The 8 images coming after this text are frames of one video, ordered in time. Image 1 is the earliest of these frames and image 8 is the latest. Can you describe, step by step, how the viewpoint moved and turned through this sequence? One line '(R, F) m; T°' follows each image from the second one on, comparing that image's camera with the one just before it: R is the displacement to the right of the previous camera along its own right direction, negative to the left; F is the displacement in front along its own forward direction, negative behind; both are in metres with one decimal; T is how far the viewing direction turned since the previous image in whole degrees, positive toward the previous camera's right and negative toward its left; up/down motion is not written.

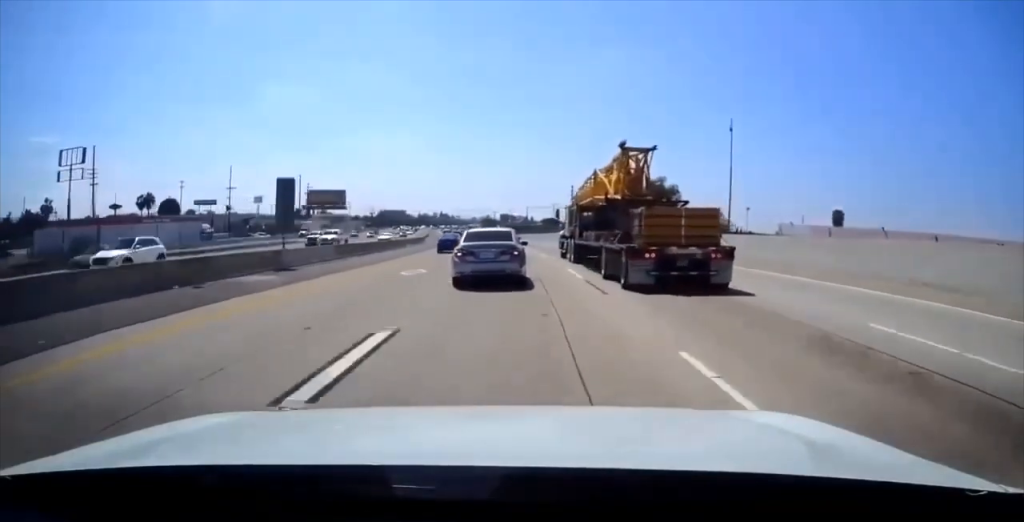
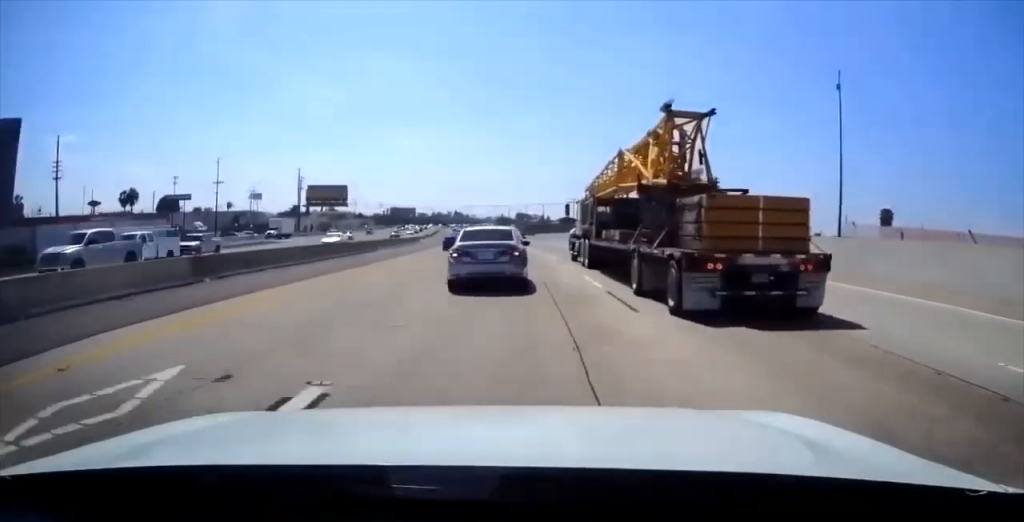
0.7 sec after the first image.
(-0.1, +17.1) m; 0°
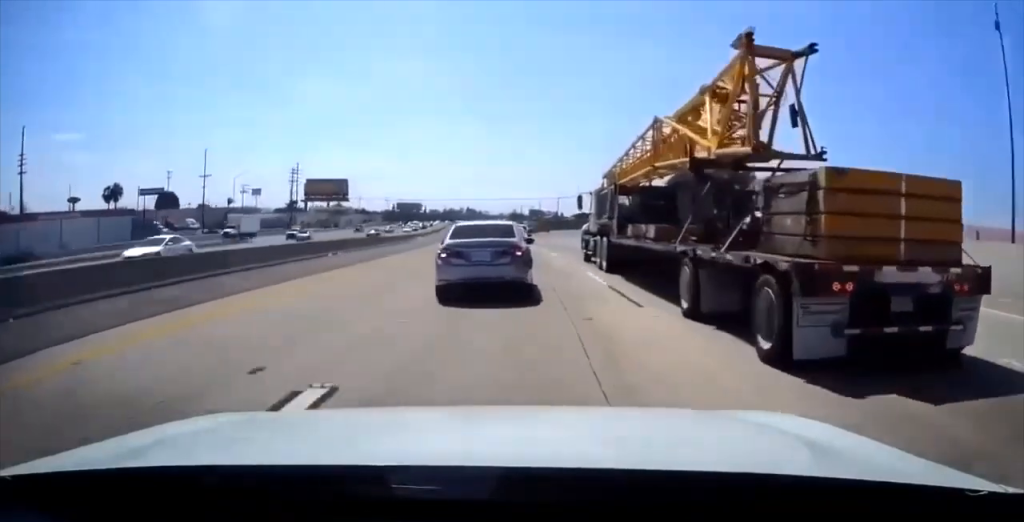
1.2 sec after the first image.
(0.0, +13.5) m; 0°
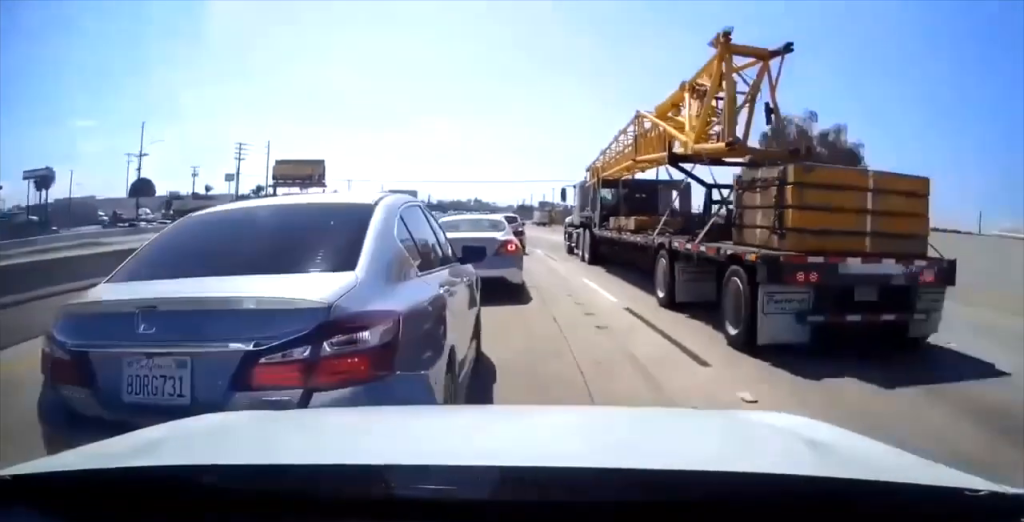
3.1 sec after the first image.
(+0.8, +46.7) m; +2°
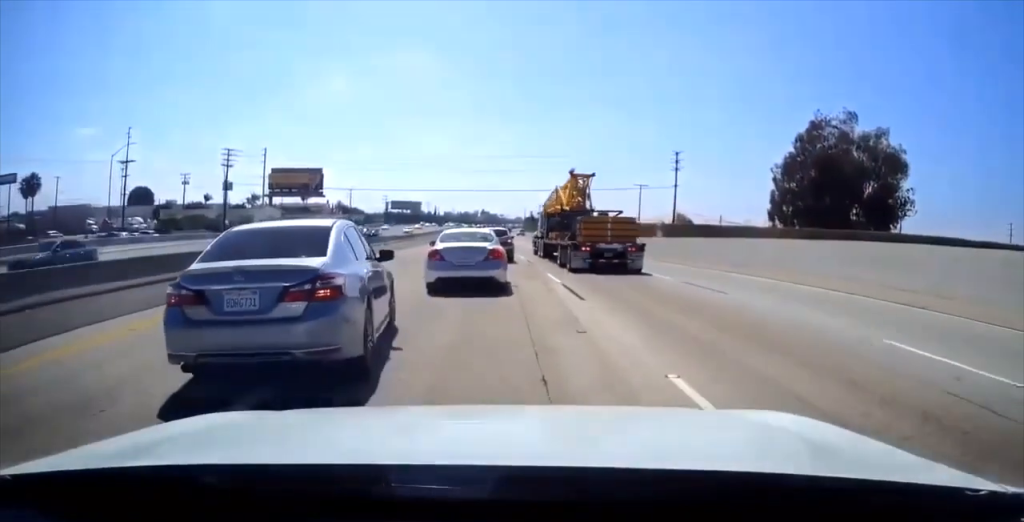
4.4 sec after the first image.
(+0.1, +27.8) m; +1°
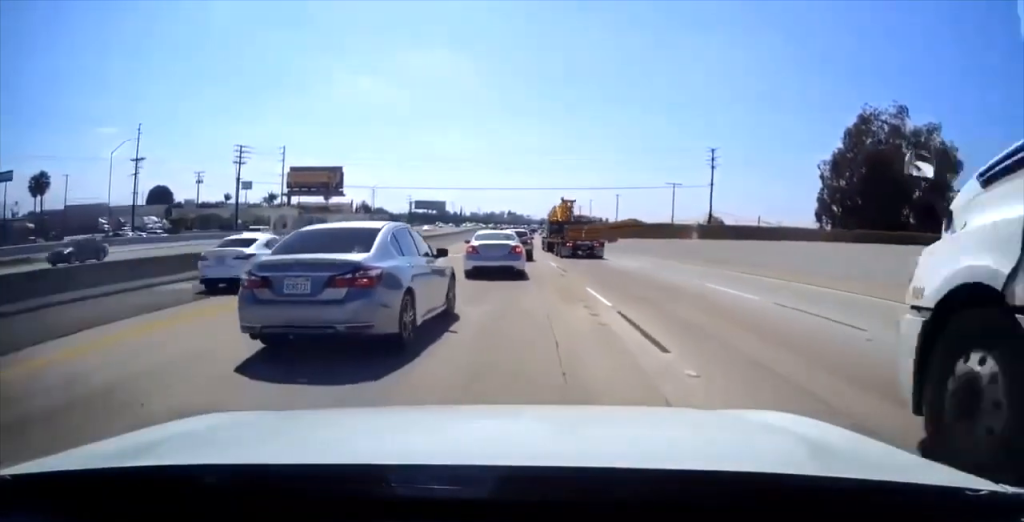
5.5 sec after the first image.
(0.0, +22.1) m; -2°
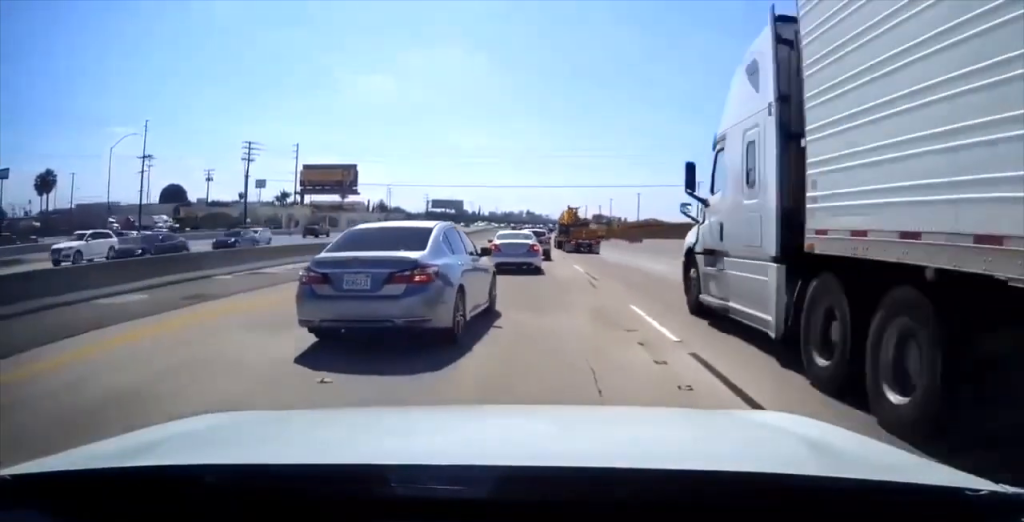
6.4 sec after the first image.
(-0.4, +14.7) m; -2°
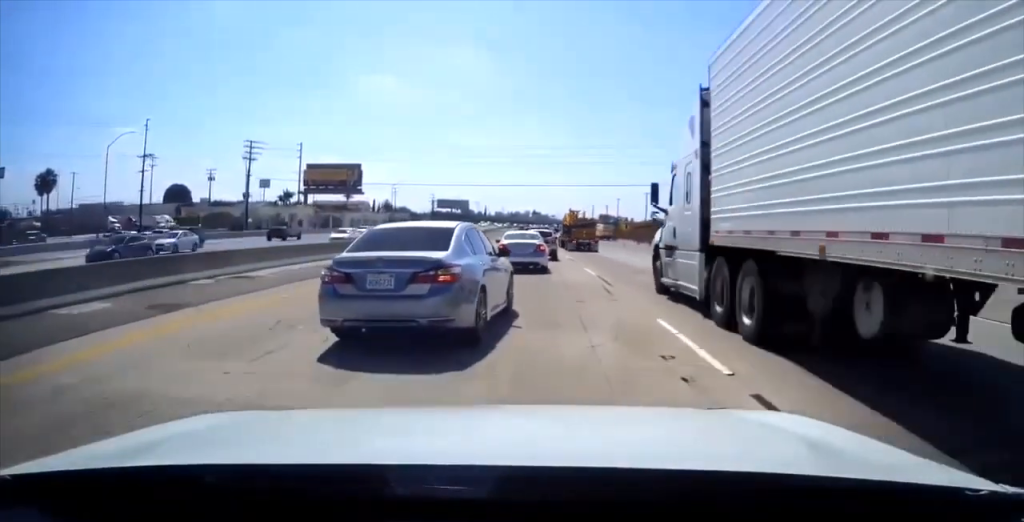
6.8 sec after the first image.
(0.0, +7.1) m; 0°
